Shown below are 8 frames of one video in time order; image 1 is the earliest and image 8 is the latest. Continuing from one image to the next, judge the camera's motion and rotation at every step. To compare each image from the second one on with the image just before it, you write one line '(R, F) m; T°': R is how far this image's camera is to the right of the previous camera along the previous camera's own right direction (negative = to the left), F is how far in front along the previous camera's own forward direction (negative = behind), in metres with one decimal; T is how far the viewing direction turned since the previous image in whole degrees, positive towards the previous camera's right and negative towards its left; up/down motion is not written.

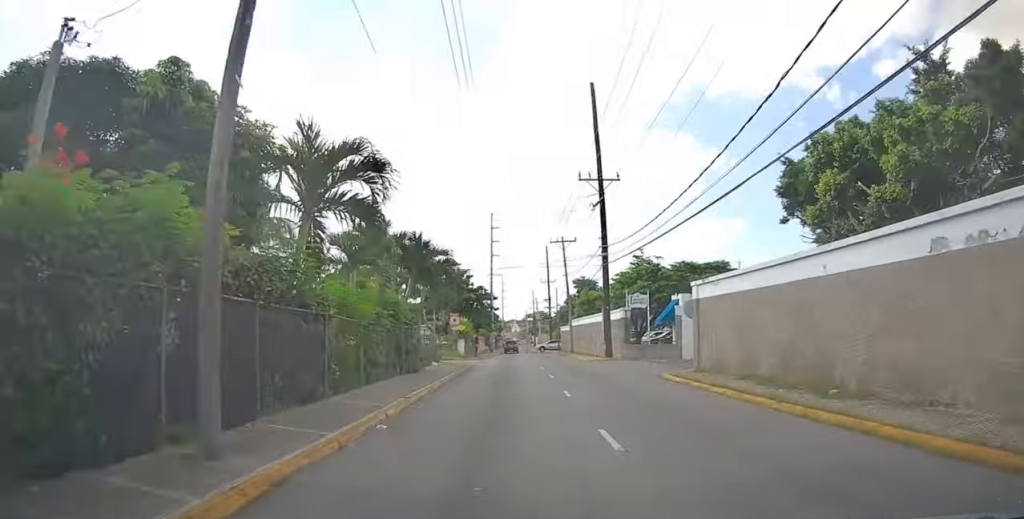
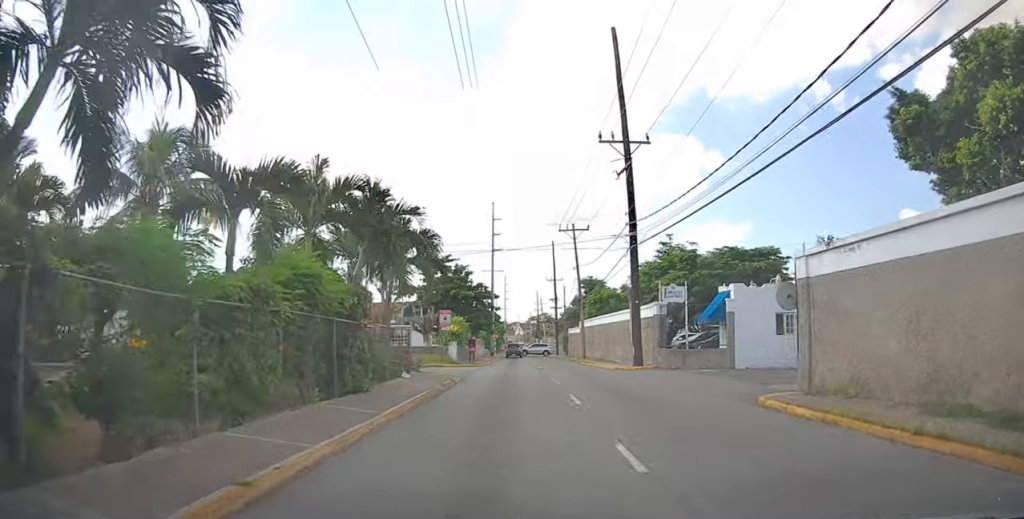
(+0.1, +6.9) m; 0°
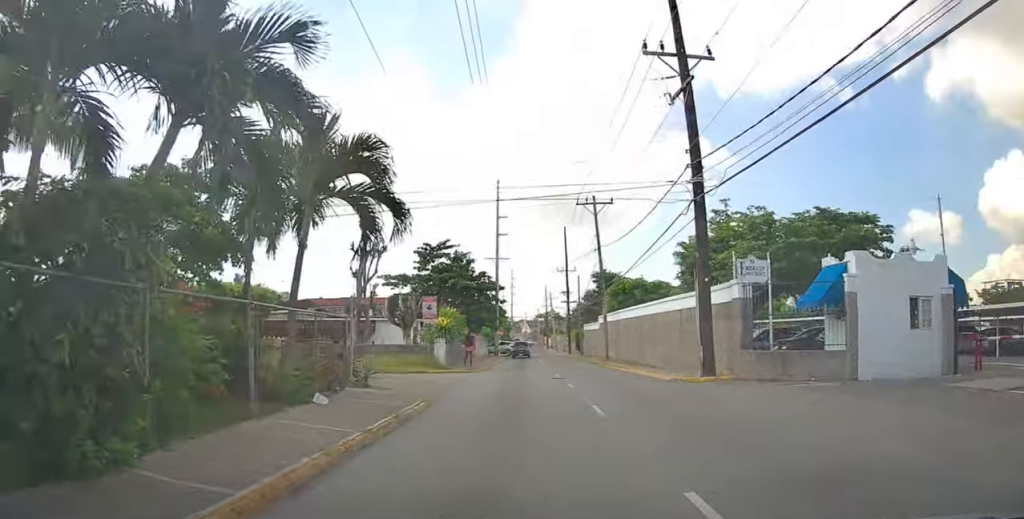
(-0.1, +8.5) m; -2°
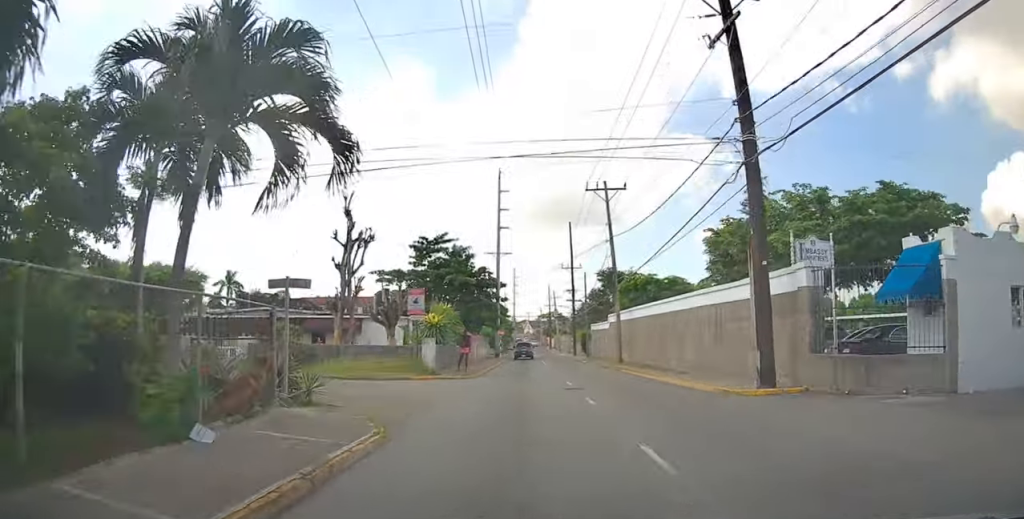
(-0.2, +3.9) m; 0°
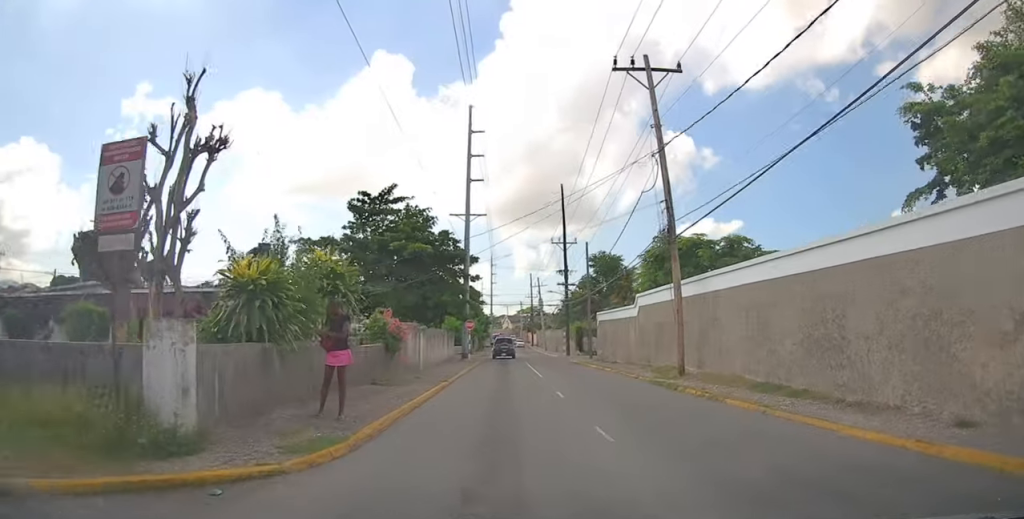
(+0.5, +15.1) m; +3°
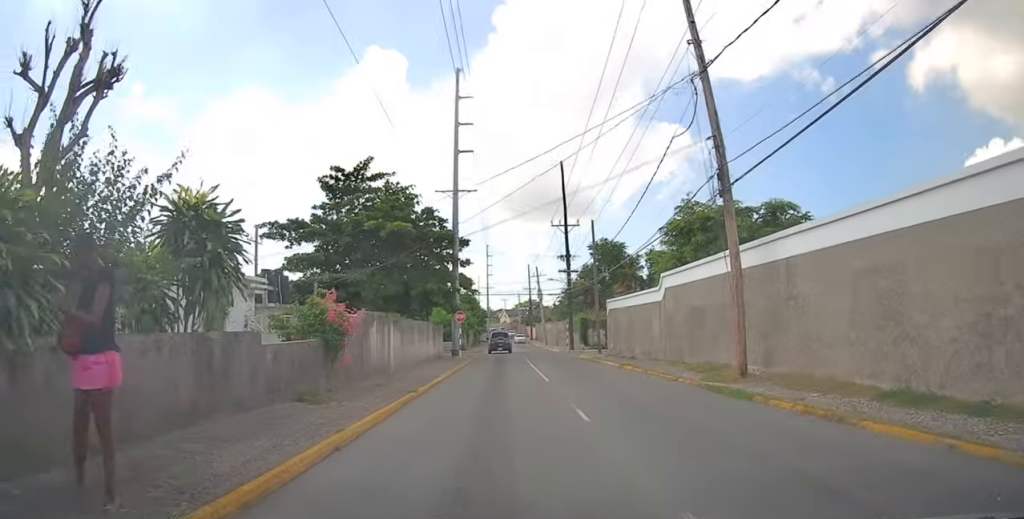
(0.0, +5.0) m; 0°
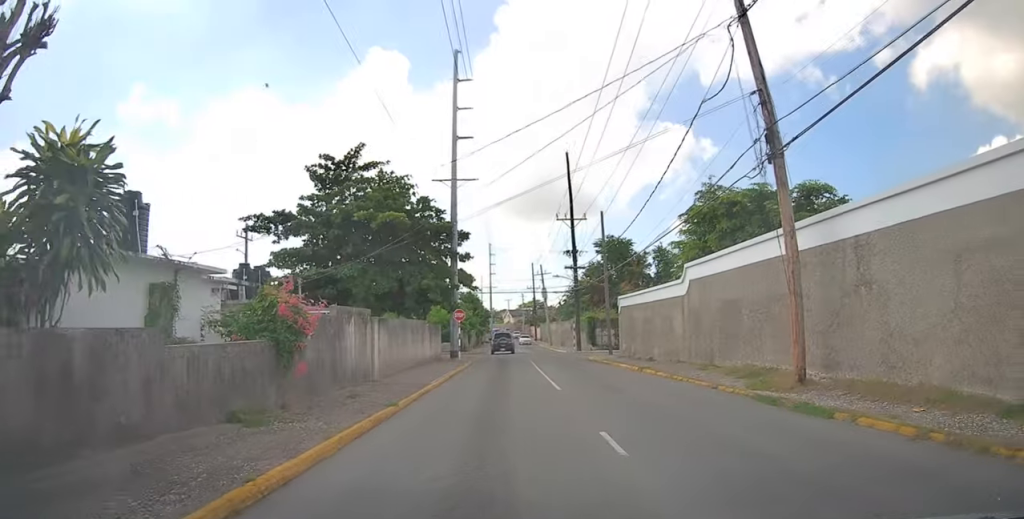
(0.0, +2.6) m; 0°
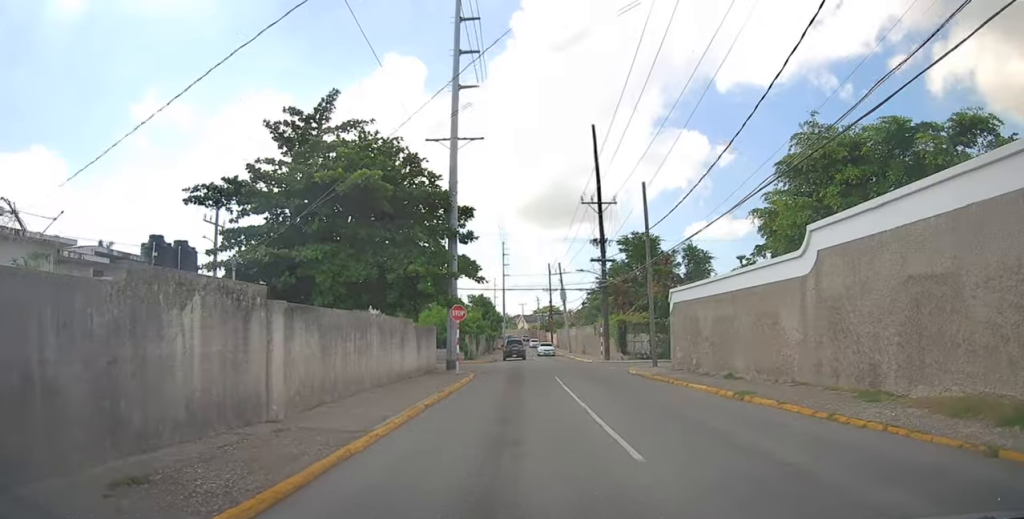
(0.0, +7.4) m; 0°
